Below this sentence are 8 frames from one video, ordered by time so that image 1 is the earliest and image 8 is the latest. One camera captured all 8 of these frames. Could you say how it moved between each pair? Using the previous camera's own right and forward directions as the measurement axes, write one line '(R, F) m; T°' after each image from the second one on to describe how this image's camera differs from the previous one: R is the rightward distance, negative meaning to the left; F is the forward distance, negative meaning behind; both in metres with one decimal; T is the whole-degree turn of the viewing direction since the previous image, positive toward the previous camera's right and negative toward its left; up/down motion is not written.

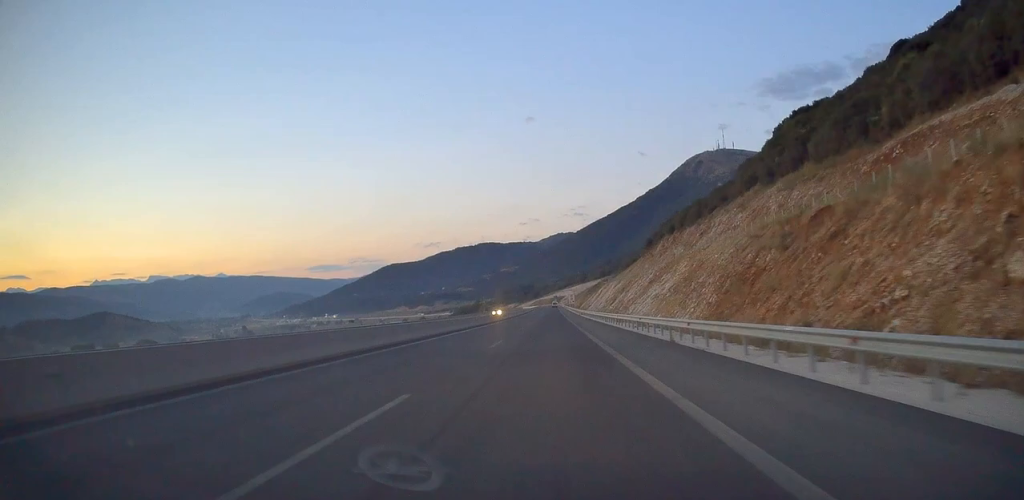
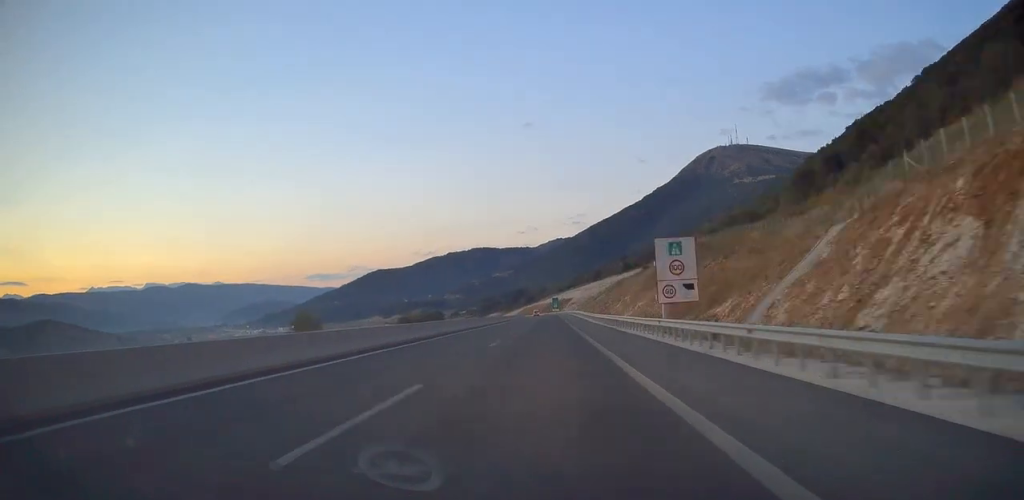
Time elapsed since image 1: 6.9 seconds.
(-0.2, +209.6) m; -2°
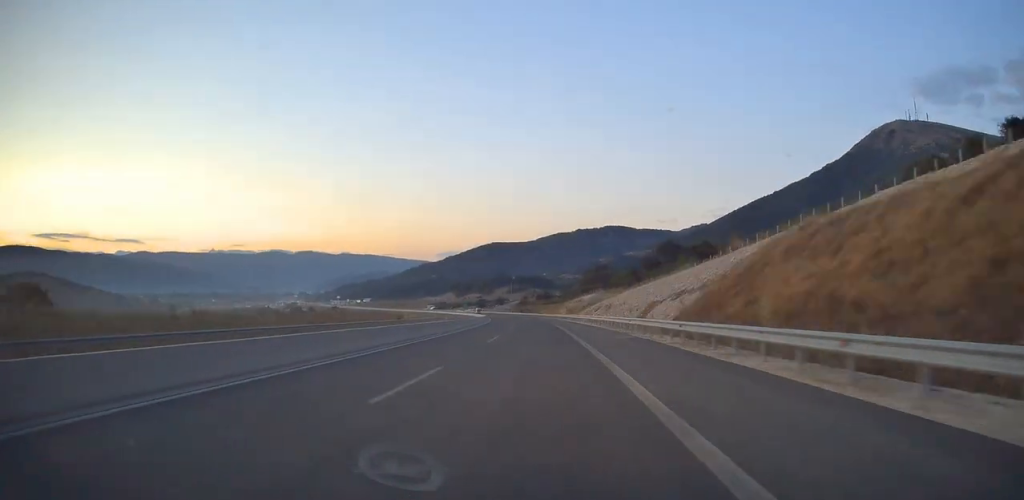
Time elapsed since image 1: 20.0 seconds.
(-27.3, +386.7) m; -14°
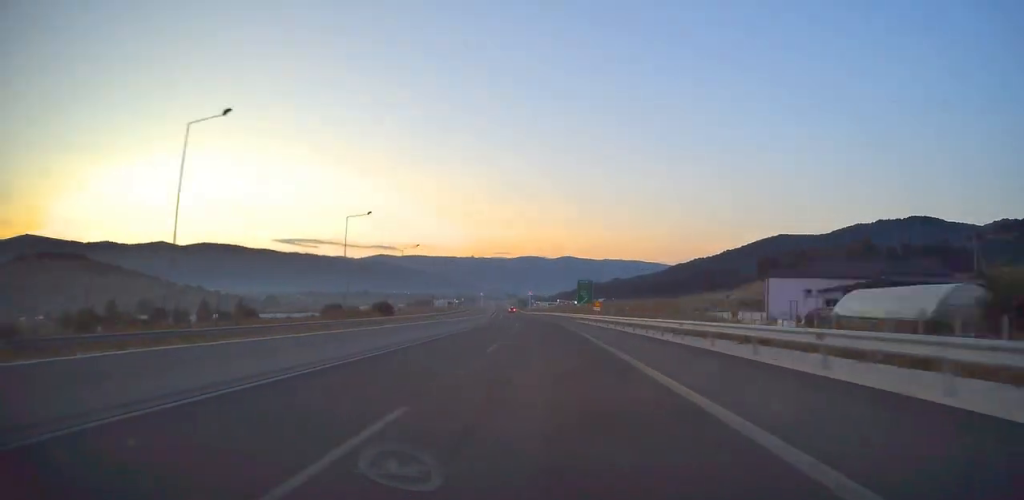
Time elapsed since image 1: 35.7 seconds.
(-107.3, +473.8) m; -23°
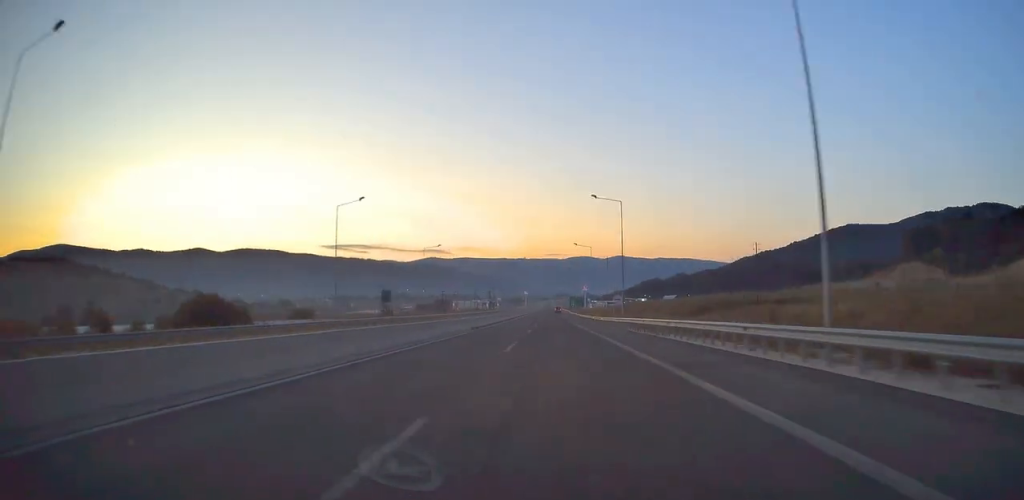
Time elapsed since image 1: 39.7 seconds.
(-7.4, +125.1) m; -2°
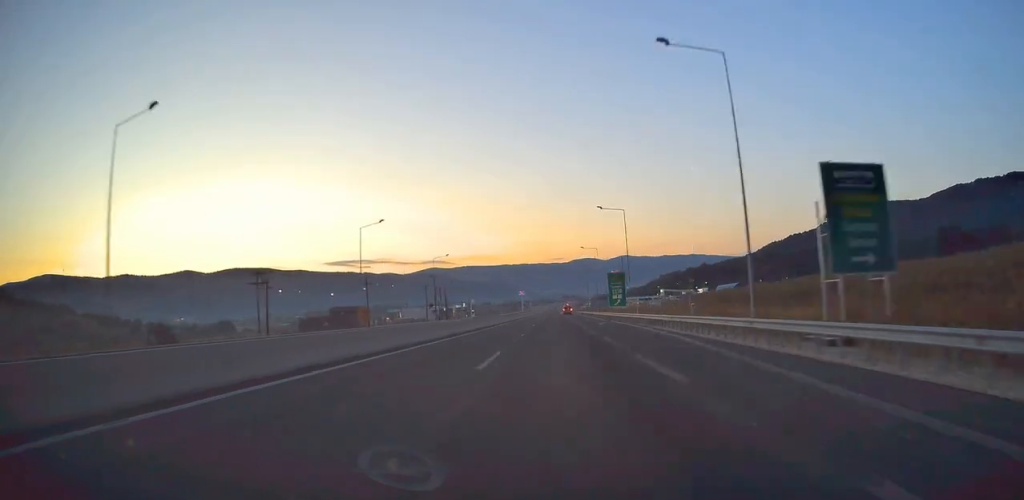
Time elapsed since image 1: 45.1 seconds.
(-5.7, +165.6) m; -2°
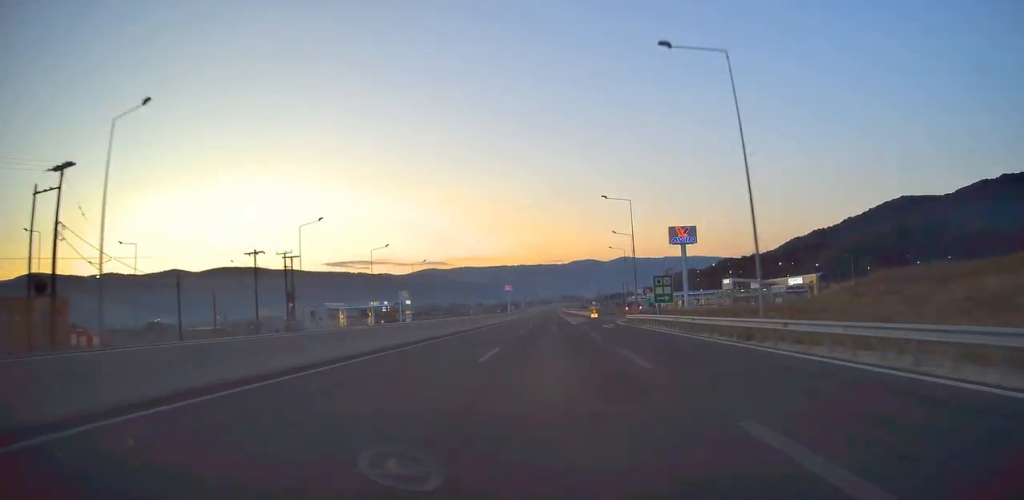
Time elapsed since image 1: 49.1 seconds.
(-0.1, +118.9) m; 0°
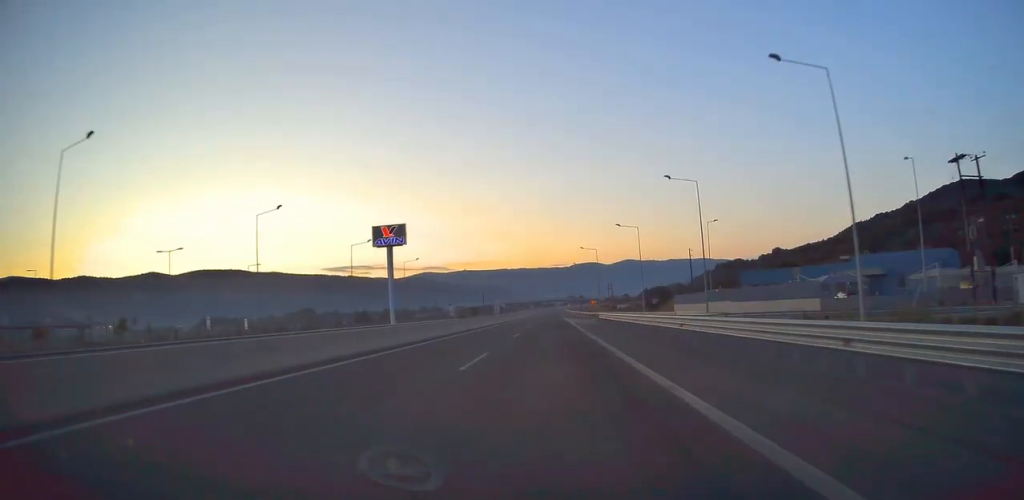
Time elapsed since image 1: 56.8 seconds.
(-0.3, +231.9) m; 0°
